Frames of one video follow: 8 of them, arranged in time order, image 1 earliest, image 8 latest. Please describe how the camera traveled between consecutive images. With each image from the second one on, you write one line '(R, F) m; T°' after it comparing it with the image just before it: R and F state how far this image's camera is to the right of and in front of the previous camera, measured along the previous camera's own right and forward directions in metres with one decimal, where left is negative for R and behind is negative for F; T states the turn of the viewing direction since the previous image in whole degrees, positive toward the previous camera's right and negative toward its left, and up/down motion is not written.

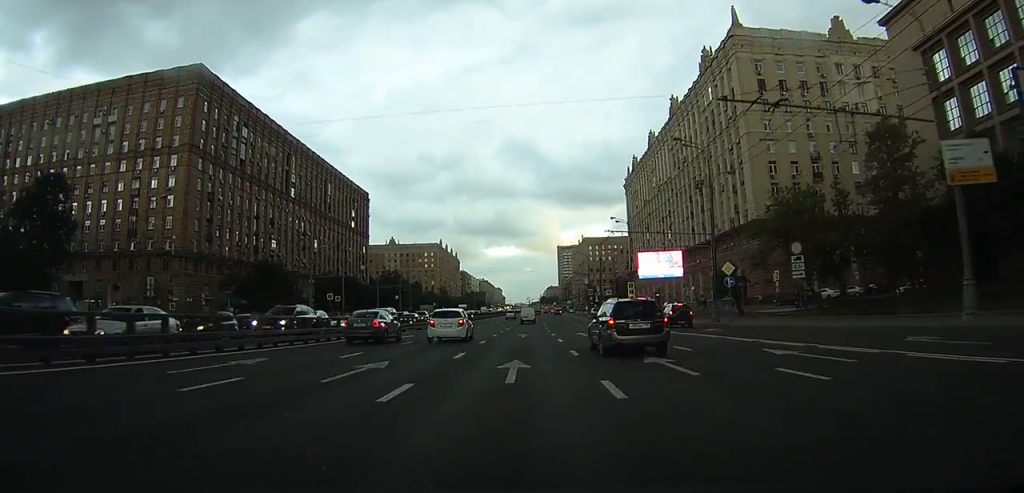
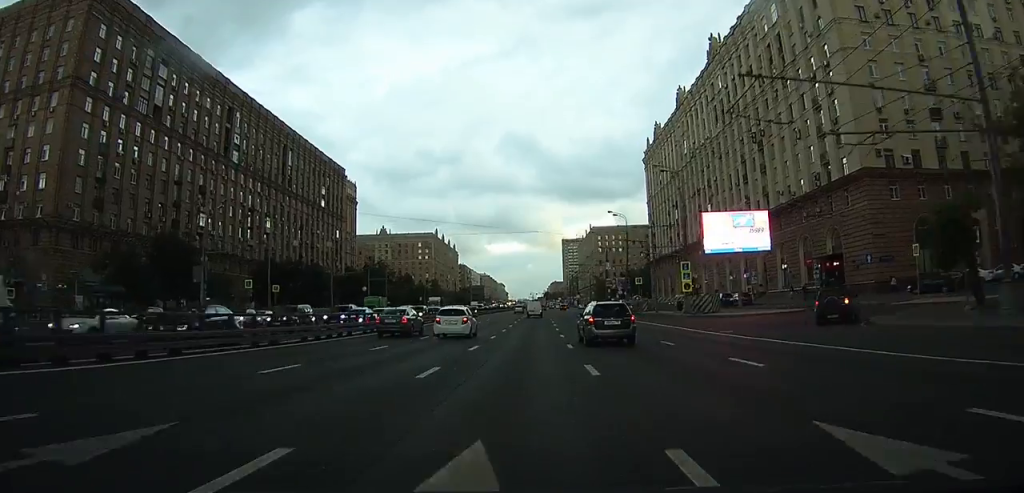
(+0.1, +29.3) m; 0°
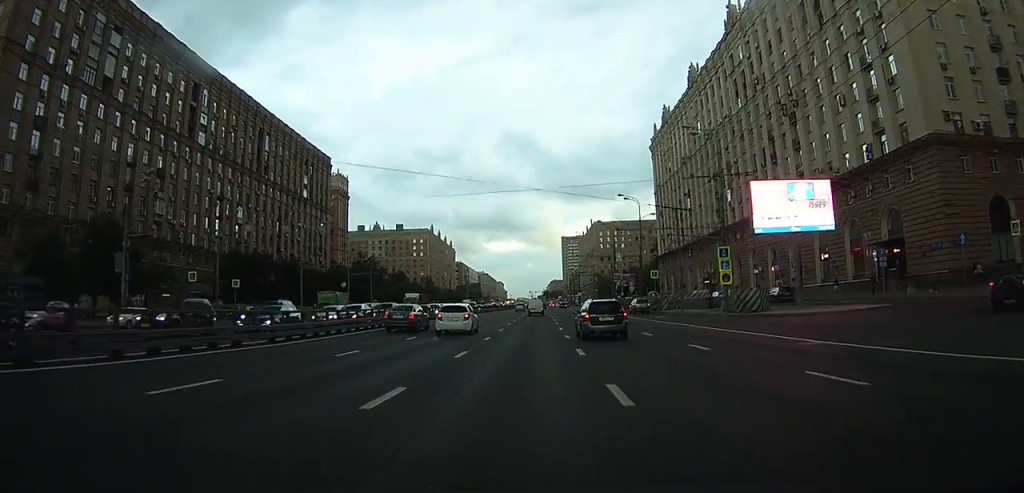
(0.0, +11.8) m; 0°
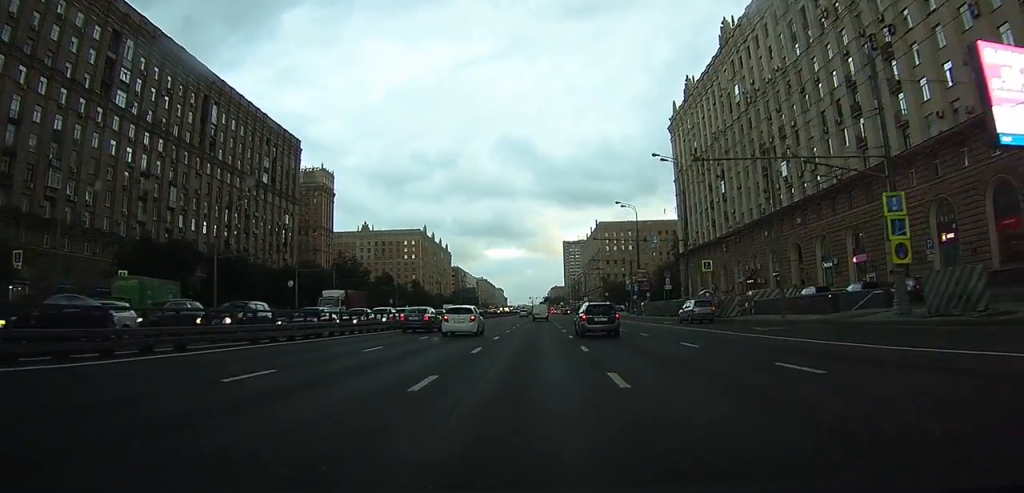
(-0.1, +22.6) m; -1°
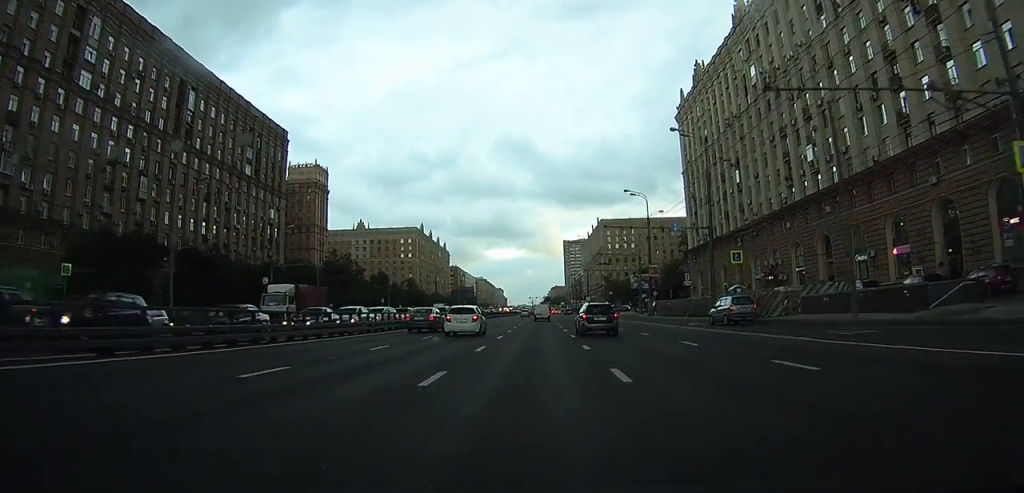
(0.0, +7.8) m; 0°
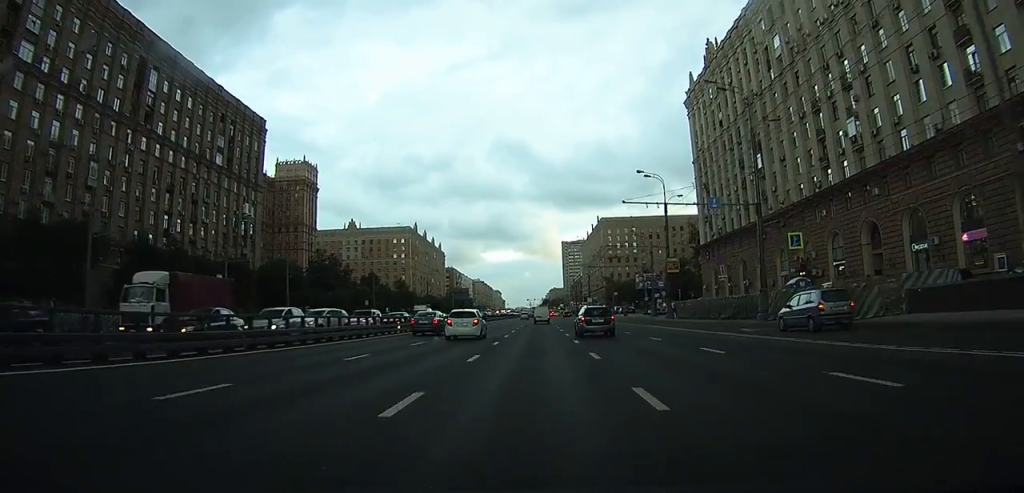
(0.0, +10.8) m; 0°
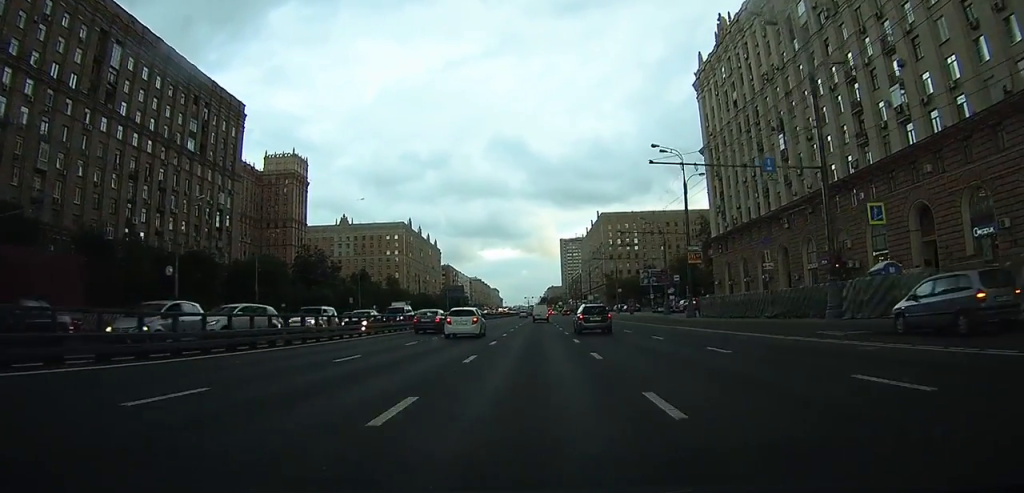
(0.0, +9.0) m; 0°
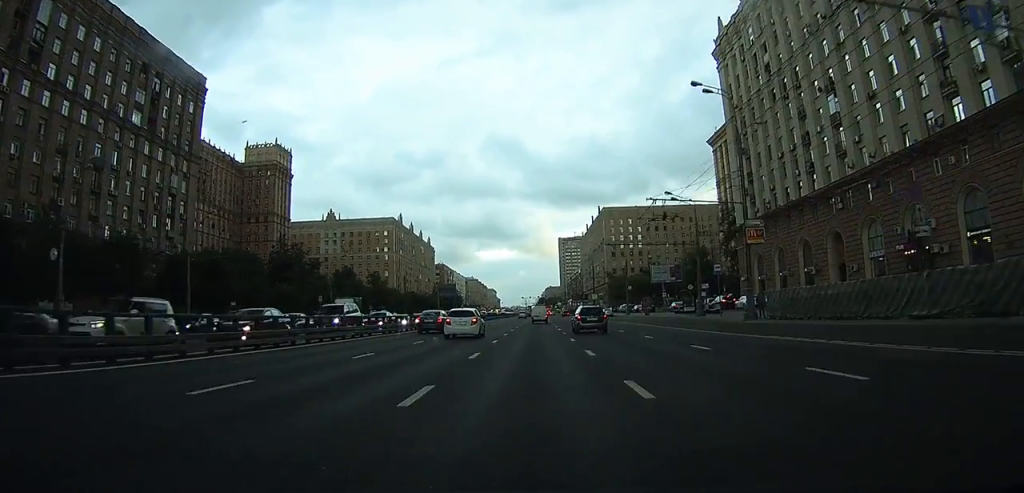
(0.0, +14.9) m; 0°
